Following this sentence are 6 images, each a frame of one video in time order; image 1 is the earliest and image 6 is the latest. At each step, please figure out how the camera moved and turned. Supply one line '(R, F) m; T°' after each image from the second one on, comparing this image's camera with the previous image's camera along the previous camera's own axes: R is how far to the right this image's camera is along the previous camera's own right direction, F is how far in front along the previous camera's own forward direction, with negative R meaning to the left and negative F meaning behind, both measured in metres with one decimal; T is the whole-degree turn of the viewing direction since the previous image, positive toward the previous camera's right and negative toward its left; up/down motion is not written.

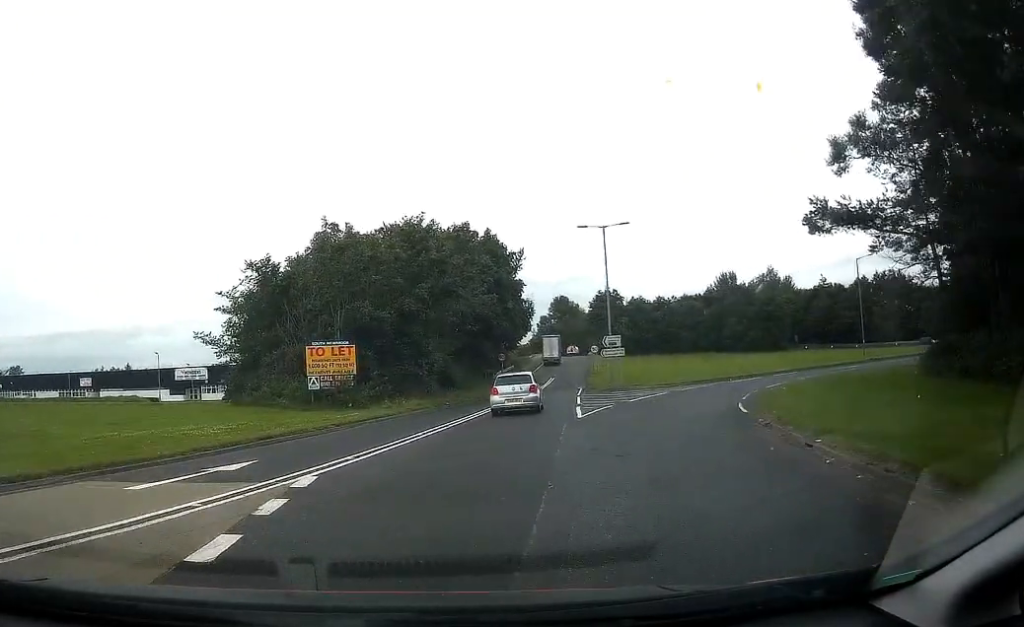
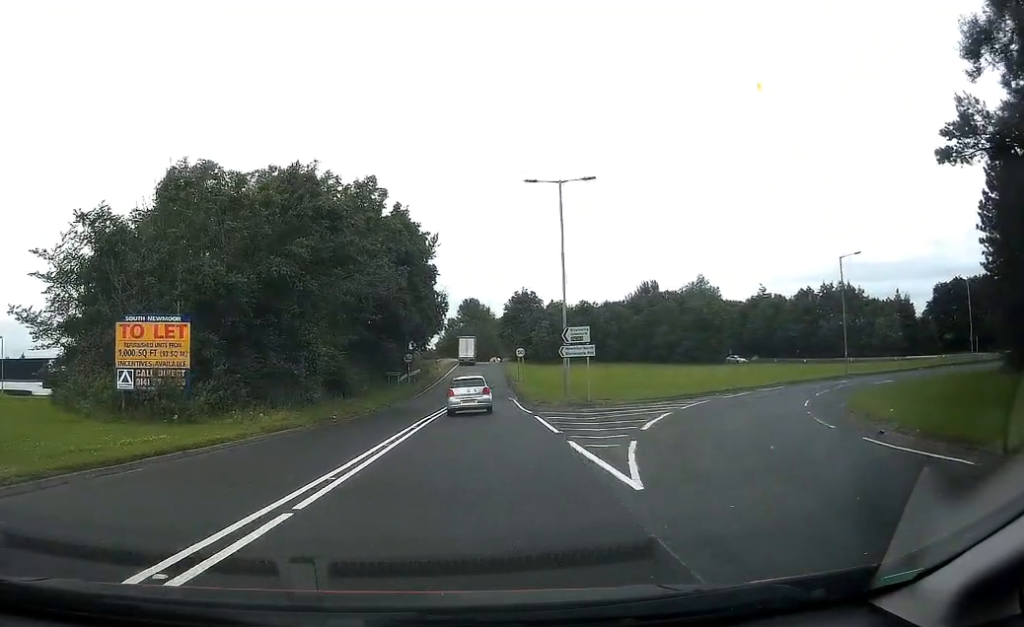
(+0.8, +12.8) m; +7°
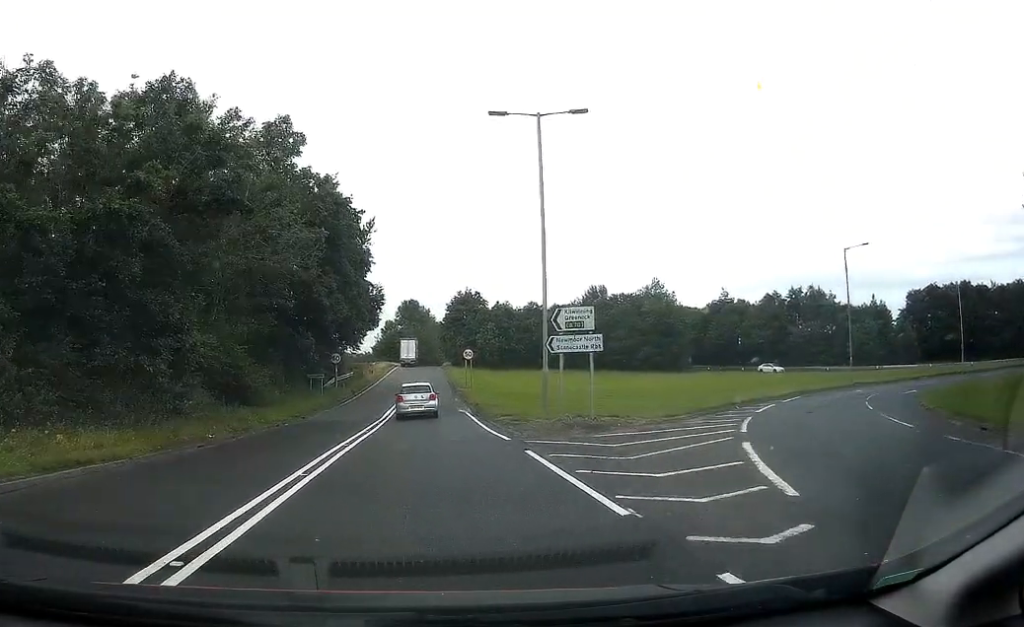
(+0.3, +9.7) m; +3°
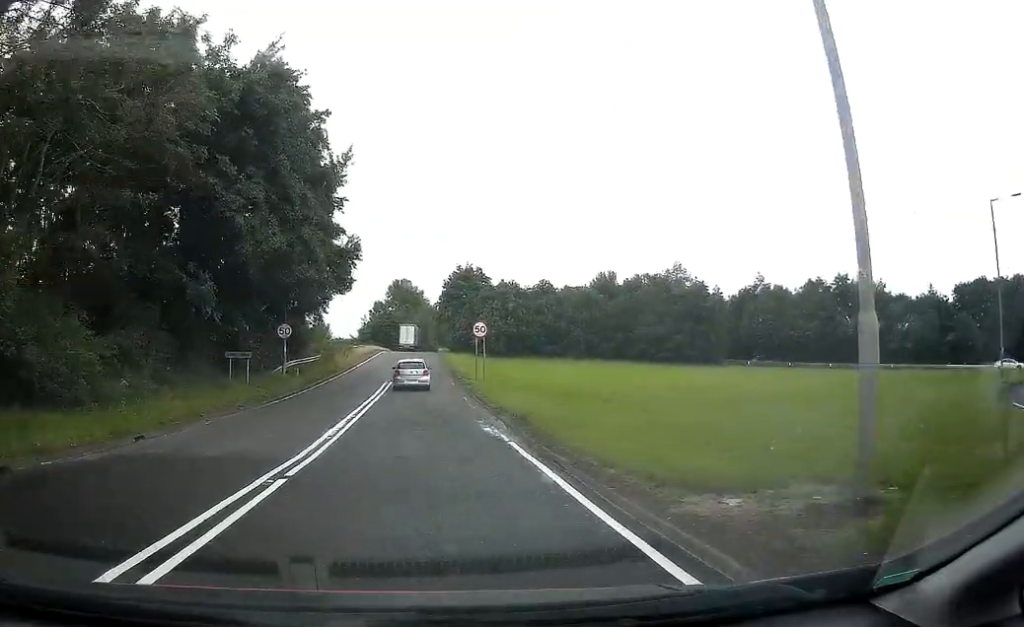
(+0.3, +18.6) m; +1°
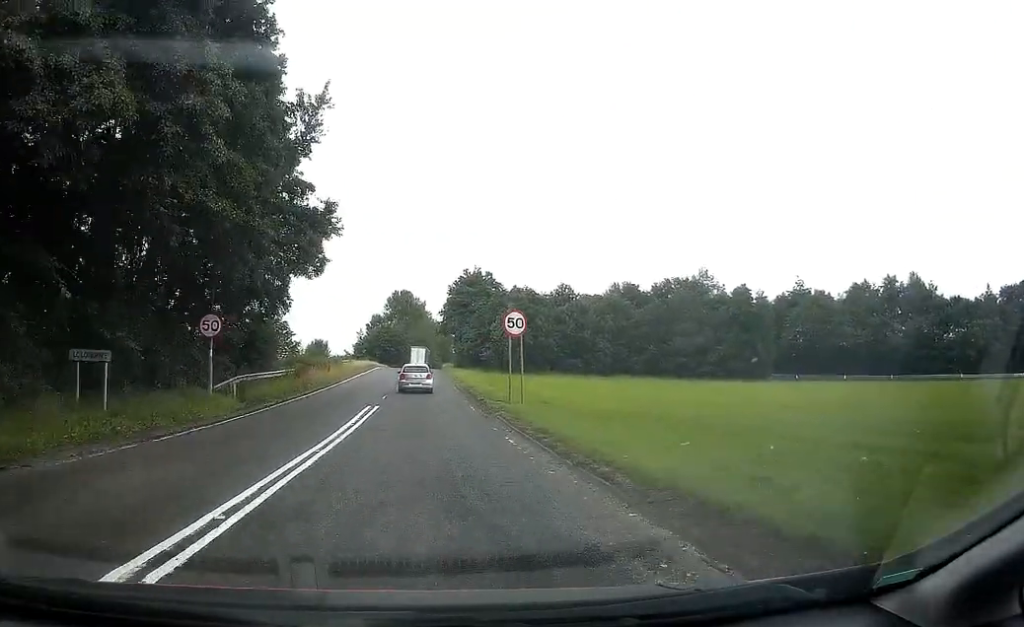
(0.0, +13.5) m; 0°
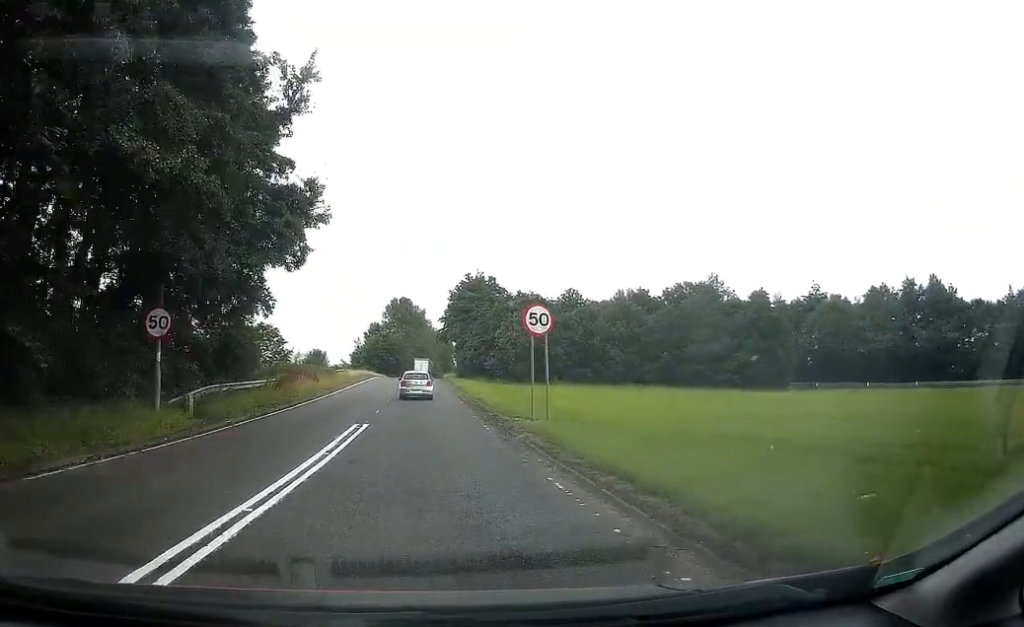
(0.0, +5.0) m; 0°
